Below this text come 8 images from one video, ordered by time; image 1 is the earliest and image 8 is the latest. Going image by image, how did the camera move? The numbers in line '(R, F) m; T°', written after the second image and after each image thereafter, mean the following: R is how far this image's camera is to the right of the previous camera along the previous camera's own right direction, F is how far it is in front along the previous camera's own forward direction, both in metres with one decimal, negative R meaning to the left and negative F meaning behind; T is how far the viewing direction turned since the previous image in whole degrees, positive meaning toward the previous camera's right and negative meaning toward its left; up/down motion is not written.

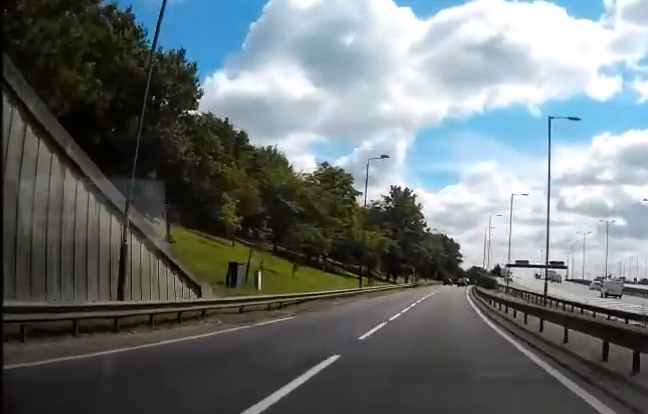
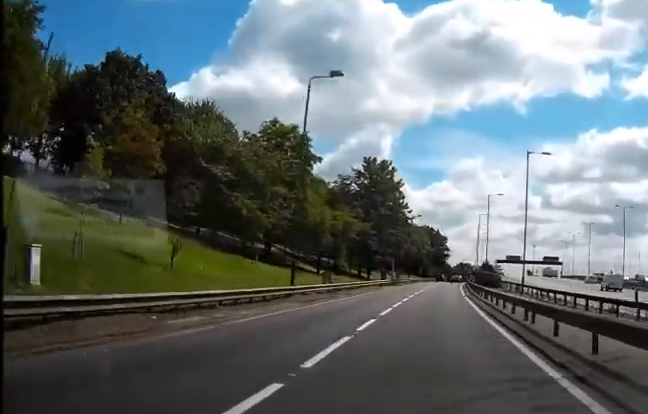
(+0.2, +18.9) m; +1°
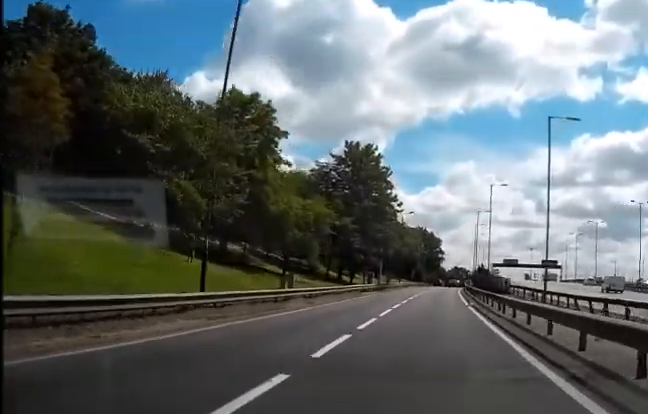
(+0.1, +10.6) m; +1°
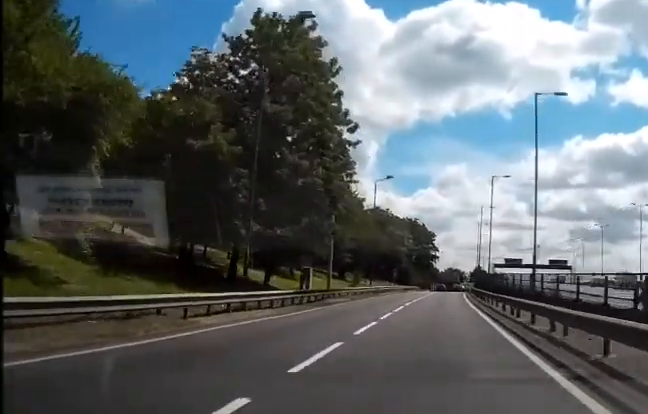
(+0.3, +31.4) m; +1°
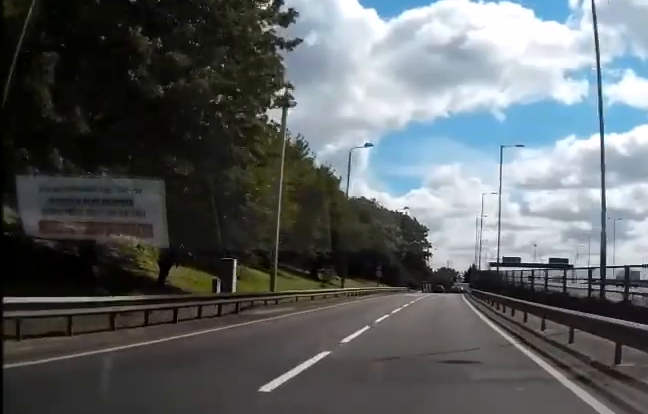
(-0.1, +13.3) m; 0°
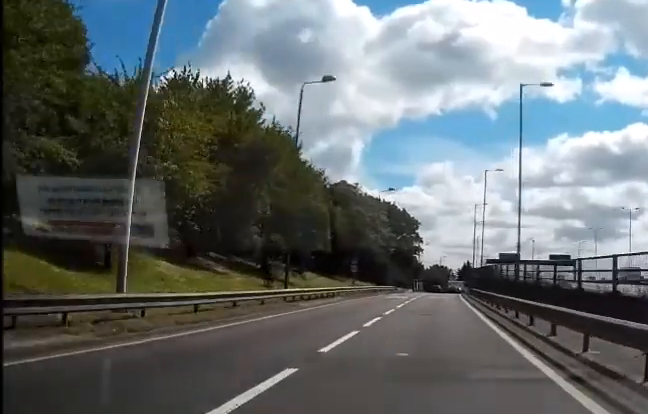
(+0.2, +14.2) m; +1°
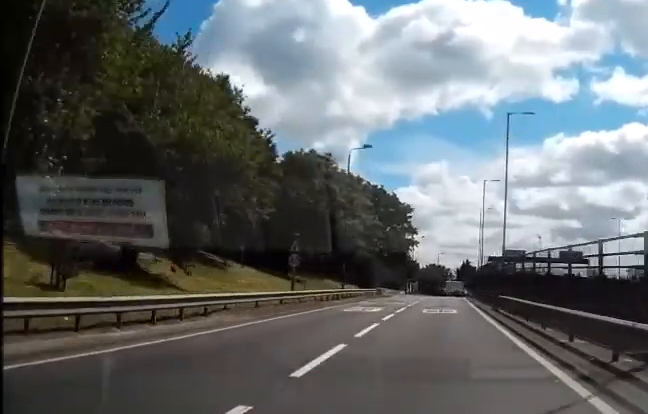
(+0.1, +20.3) m; 0°
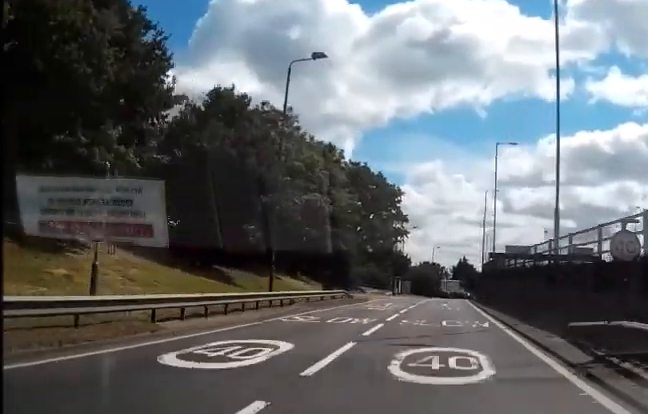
(0.0, +17.5) m; +1°
